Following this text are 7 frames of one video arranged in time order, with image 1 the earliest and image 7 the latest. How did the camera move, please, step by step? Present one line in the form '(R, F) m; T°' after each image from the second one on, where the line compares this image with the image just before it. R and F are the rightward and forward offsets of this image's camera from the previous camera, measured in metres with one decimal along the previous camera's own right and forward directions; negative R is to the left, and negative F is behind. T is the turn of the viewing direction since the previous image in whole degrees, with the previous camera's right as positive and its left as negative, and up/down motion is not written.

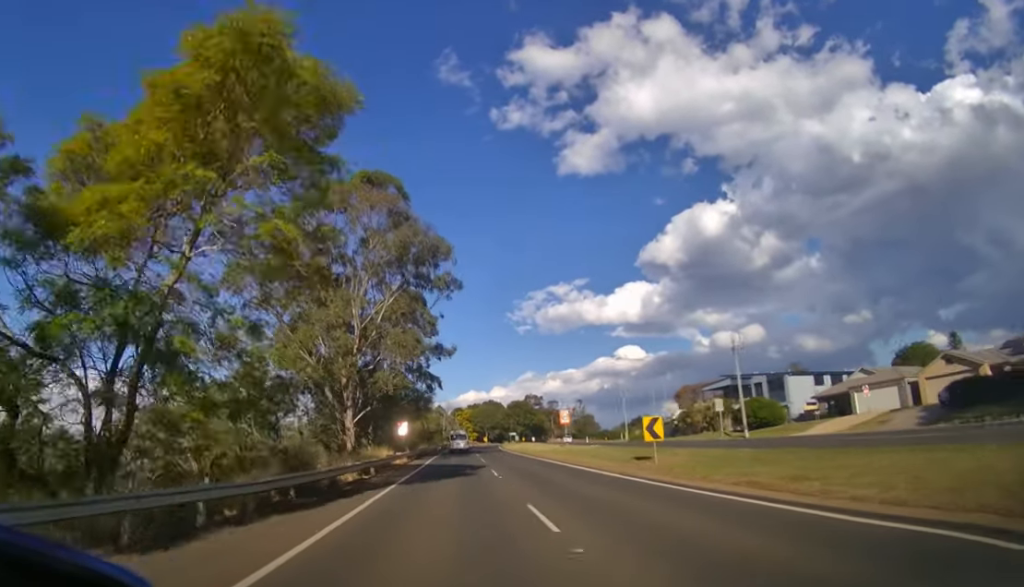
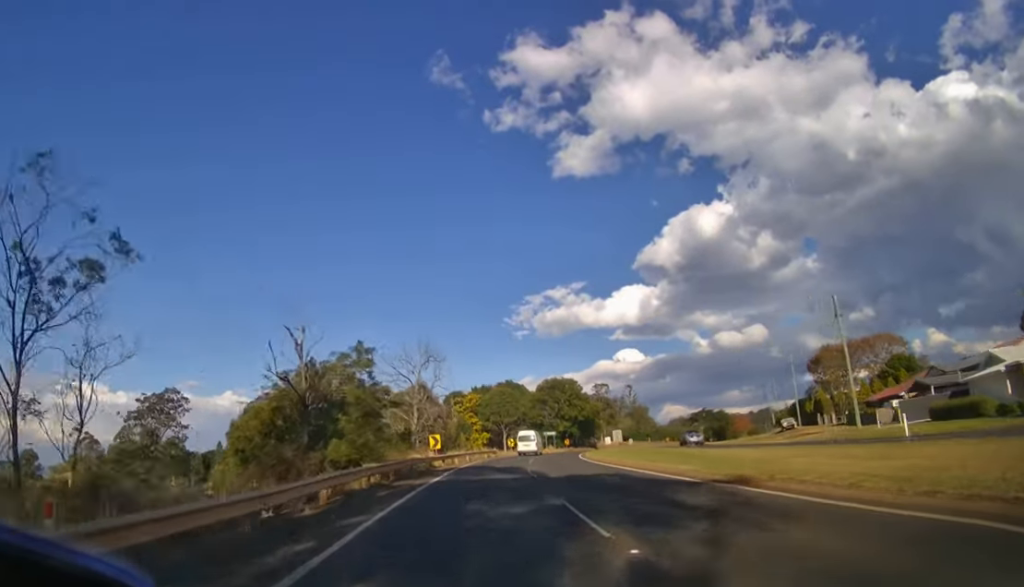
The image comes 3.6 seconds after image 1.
(-3.0, +64.0) m; -2°
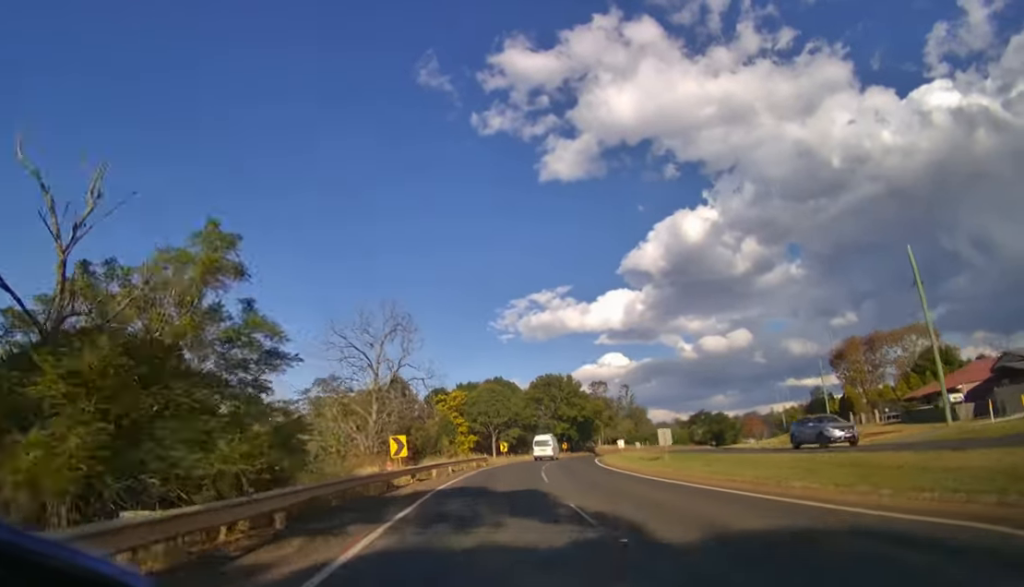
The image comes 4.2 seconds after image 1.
(+0.2, +12.2) m; +1°
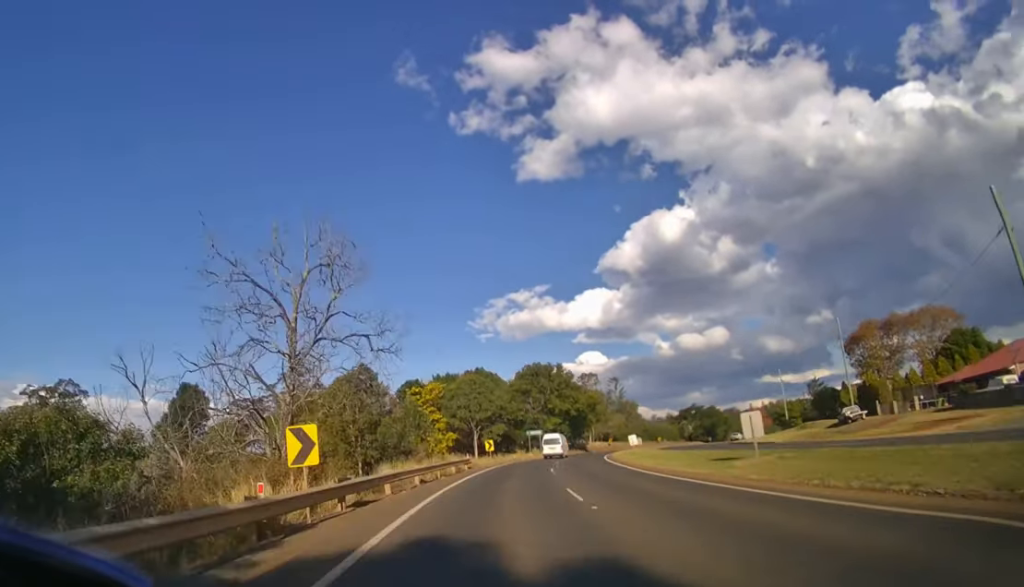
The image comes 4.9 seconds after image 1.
(+0.1, +11.0) m; +2°
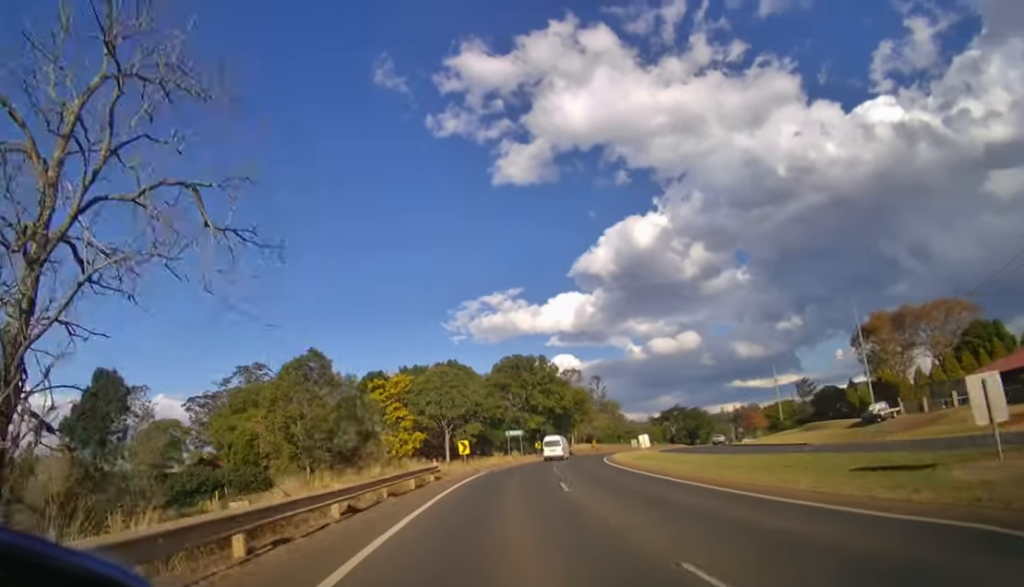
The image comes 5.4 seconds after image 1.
(+0.1, +8.4) m; +2°
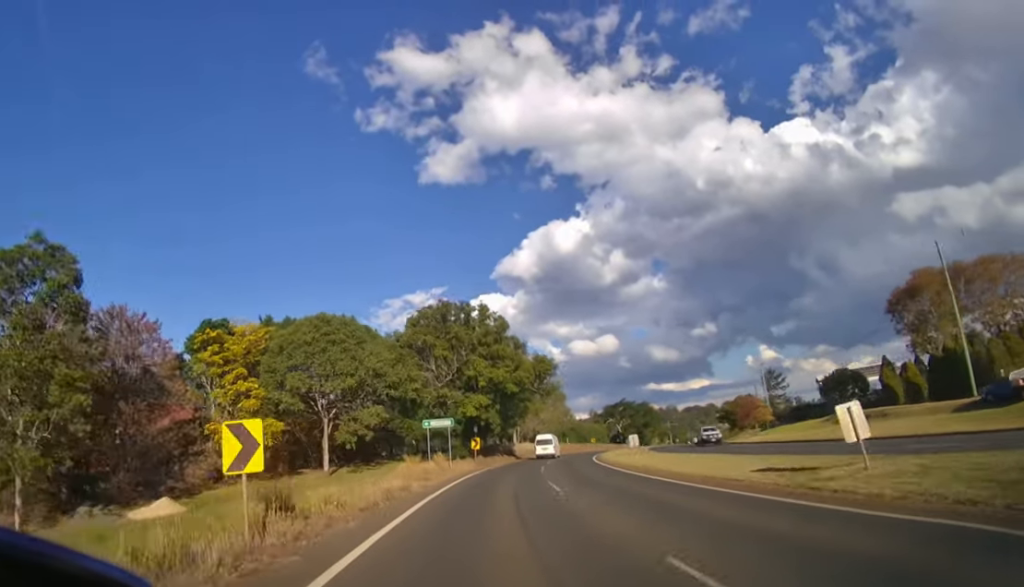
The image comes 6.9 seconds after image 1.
(+1.5, +20.7) m; +8°
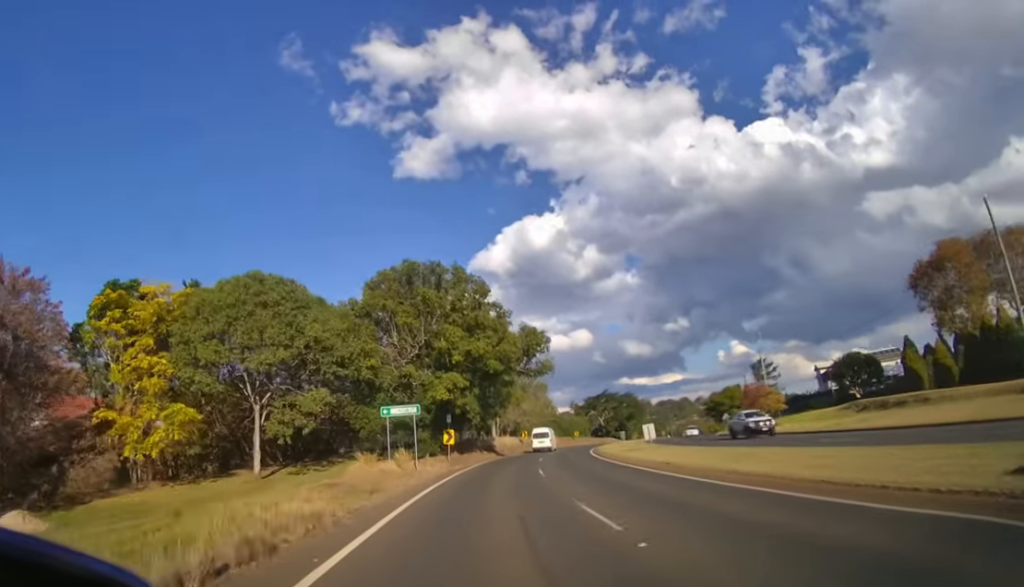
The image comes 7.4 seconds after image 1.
(+0.1, +6.4) m; +3°
